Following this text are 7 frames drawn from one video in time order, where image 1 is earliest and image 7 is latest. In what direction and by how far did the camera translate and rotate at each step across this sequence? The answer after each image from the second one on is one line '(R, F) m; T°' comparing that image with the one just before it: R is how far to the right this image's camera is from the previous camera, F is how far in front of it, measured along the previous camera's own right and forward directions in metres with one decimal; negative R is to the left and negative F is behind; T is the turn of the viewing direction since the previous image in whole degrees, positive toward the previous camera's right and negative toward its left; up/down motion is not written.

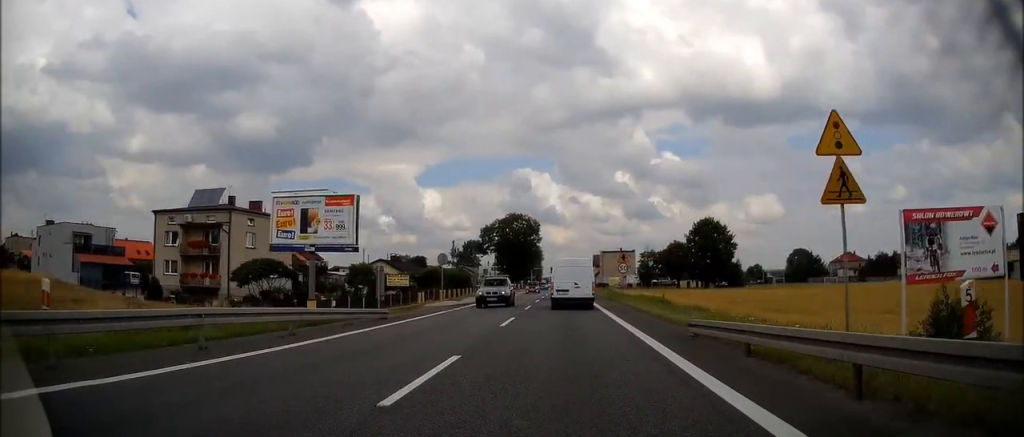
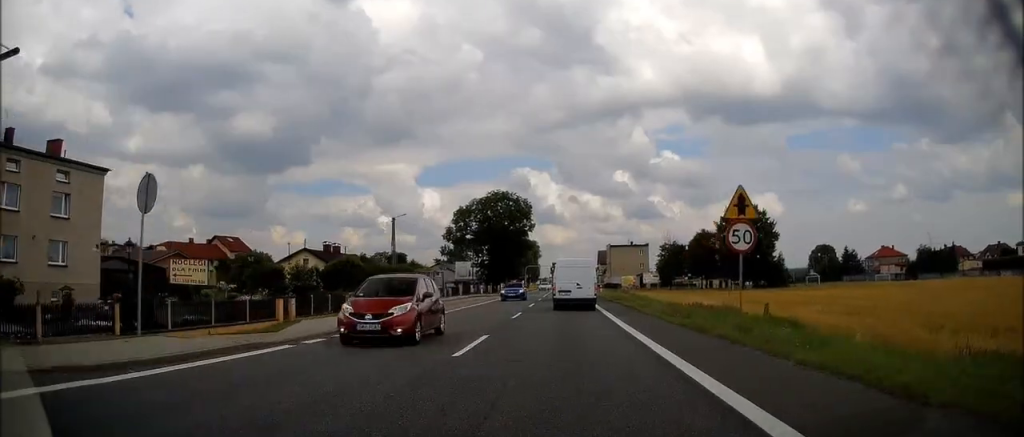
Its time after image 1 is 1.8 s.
(+0.1, +30.3) m; 0°
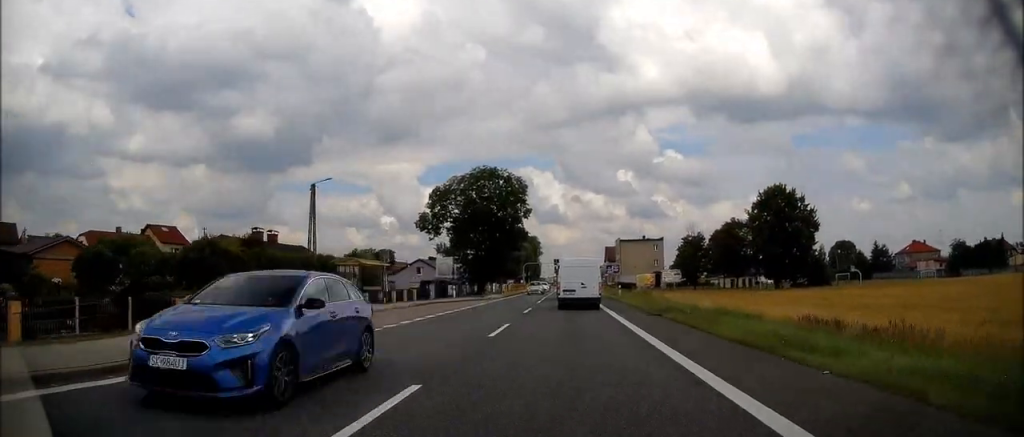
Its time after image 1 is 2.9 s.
(-0.1, +19.0) m; 0°
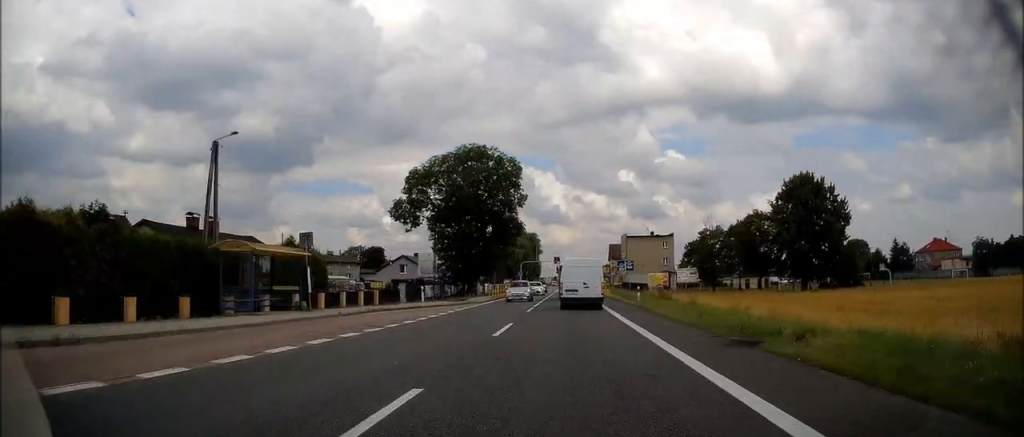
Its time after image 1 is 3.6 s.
(0.0, +11.7) m; 0°
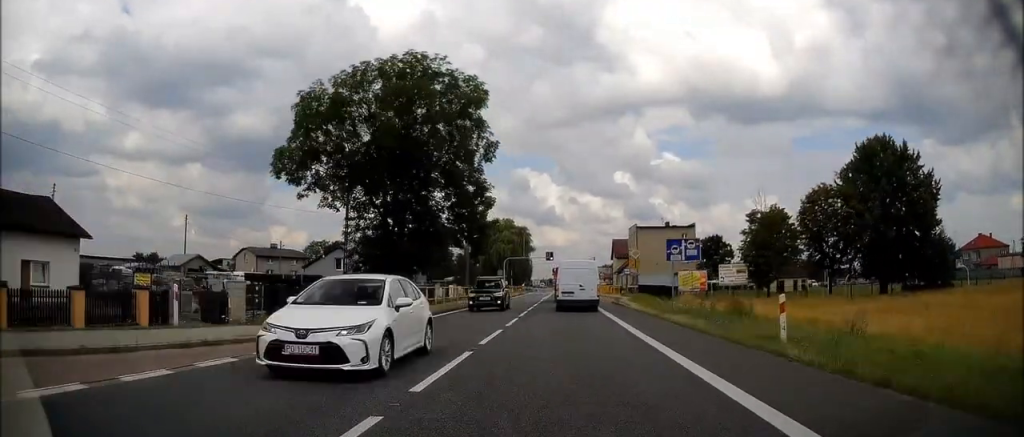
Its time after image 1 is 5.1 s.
(0.0, +25.4) m; 0°
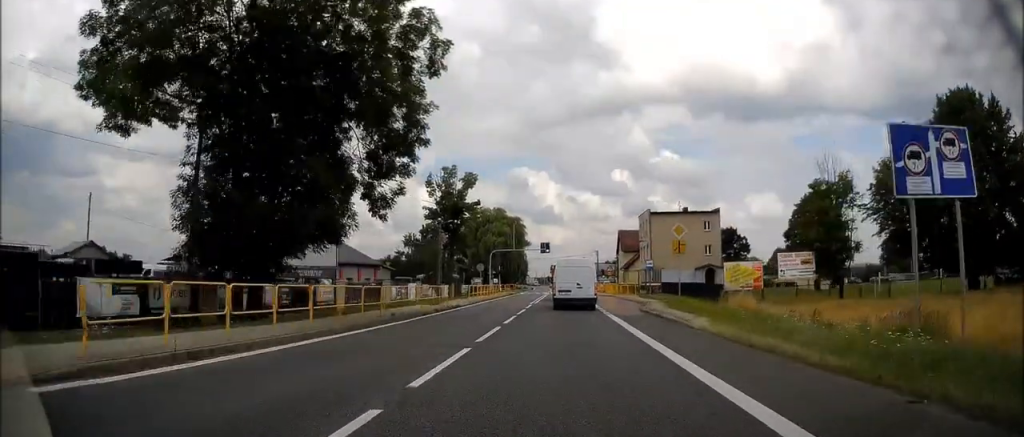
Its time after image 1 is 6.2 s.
(0.0, +17.1) m; 0°
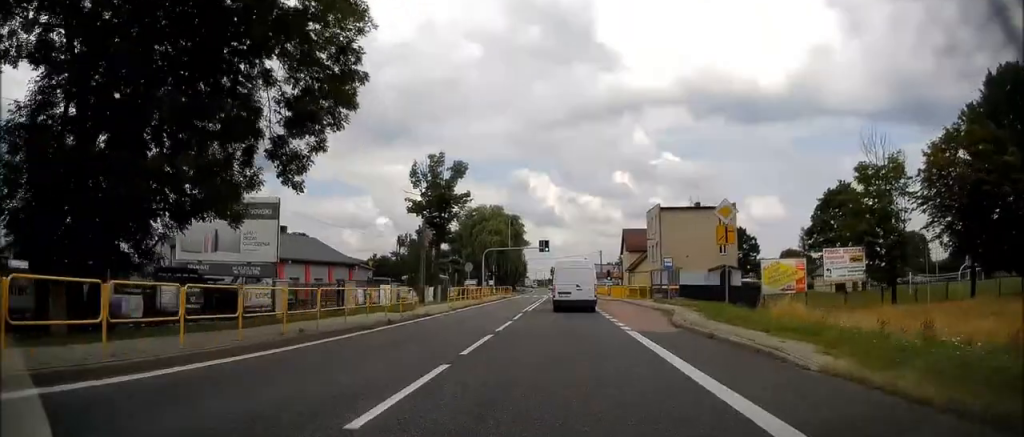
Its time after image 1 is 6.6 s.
(0.0, +7.7) m; 0°
